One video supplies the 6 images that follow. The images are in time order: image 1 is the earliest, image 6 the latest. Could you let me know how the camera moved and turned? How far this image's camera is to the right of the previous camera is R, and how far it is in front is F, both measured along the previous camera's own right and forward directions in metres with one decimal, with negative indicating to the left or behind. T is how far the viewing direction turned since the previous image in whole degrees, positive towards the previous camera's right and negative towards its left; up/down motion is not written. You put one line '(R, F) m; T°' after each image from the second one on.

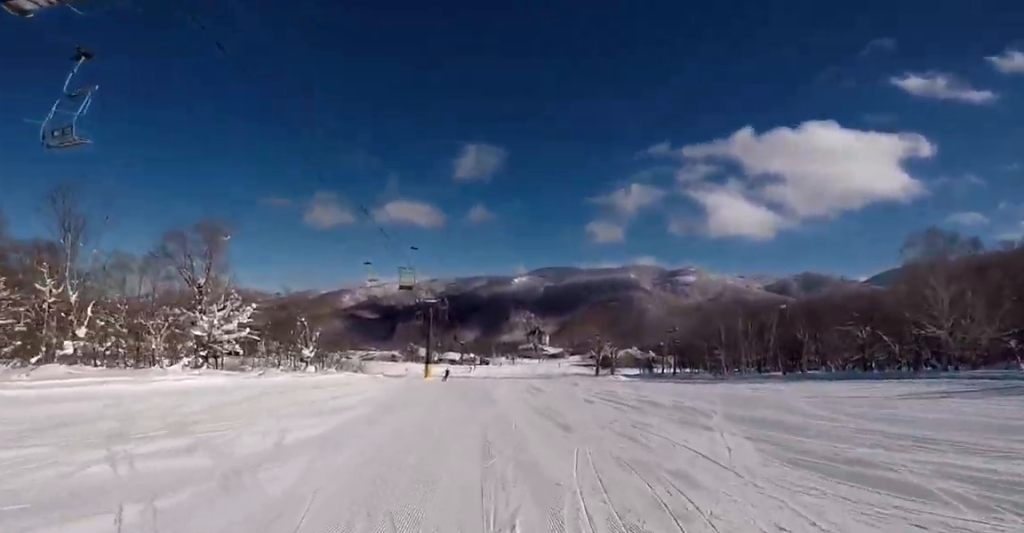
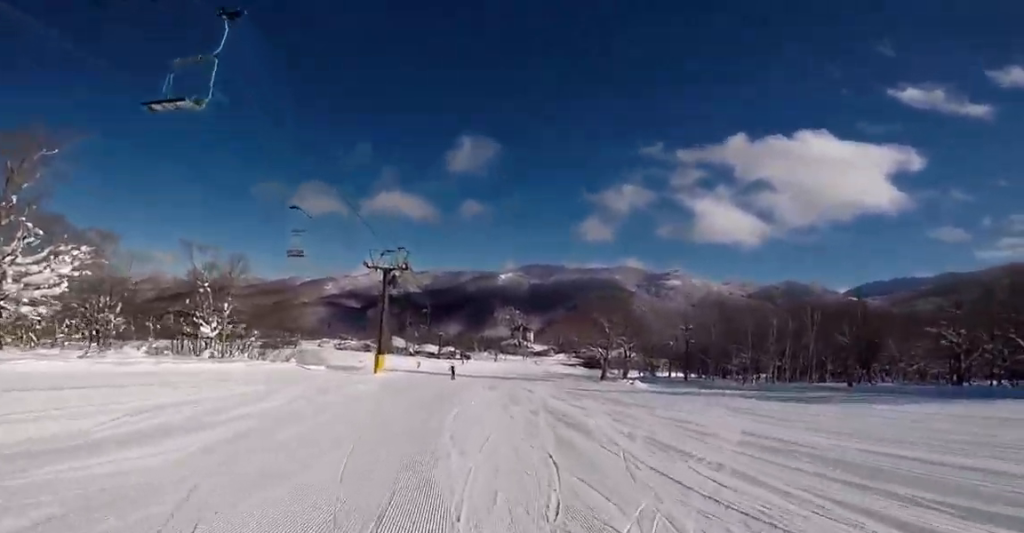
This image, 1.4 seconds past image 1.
(0.0, +15.0) m; +1°
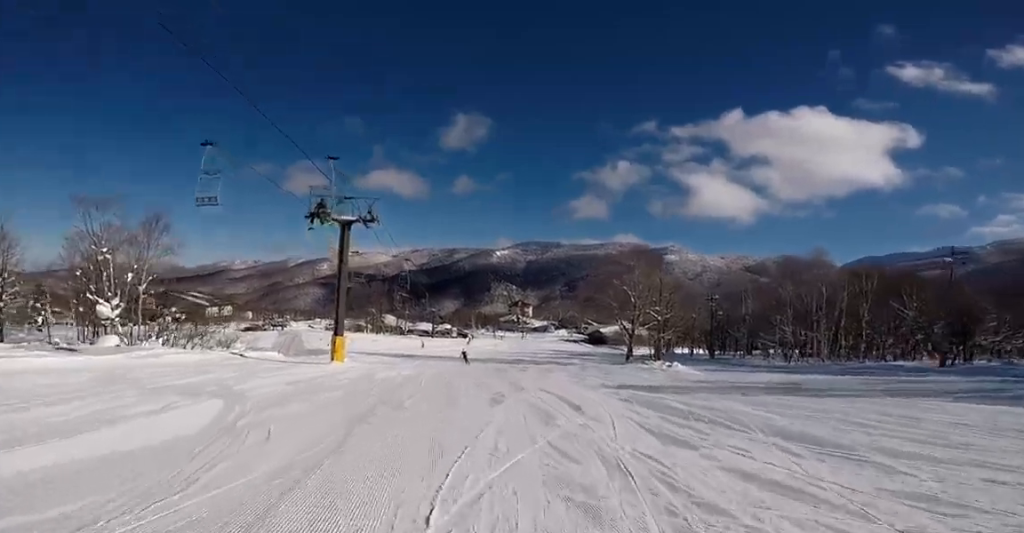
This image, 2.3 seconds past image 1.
(+0.1, +10.0) m; +2°
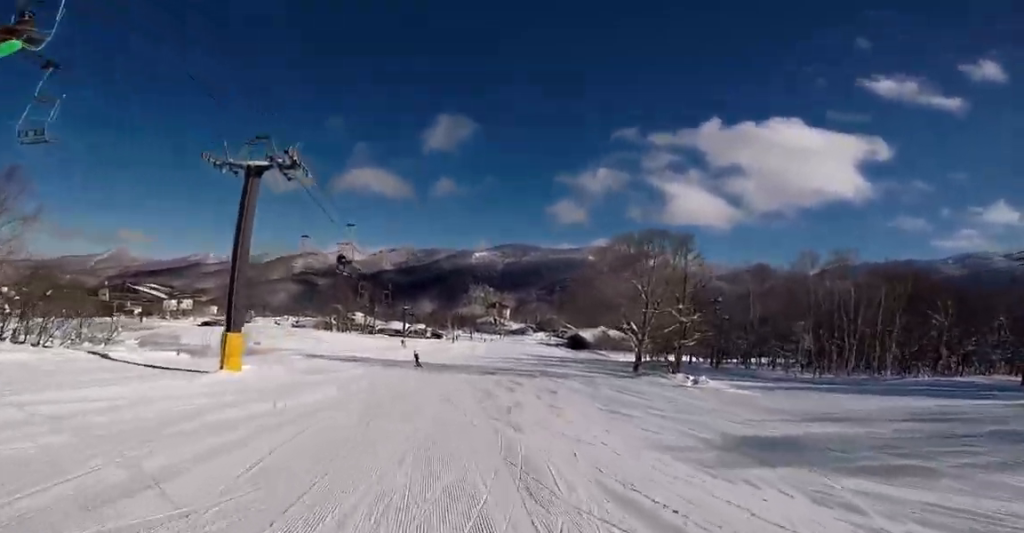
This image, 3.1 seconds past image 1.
(+0.2, +9.2) m; +1°
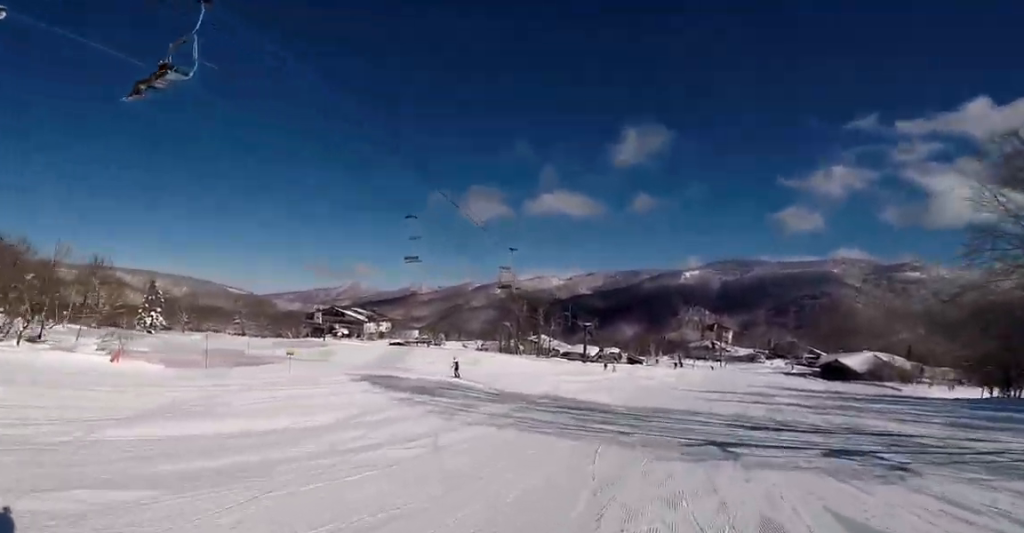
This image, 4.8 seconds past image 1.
(-0.5, +18.8) m; -3°
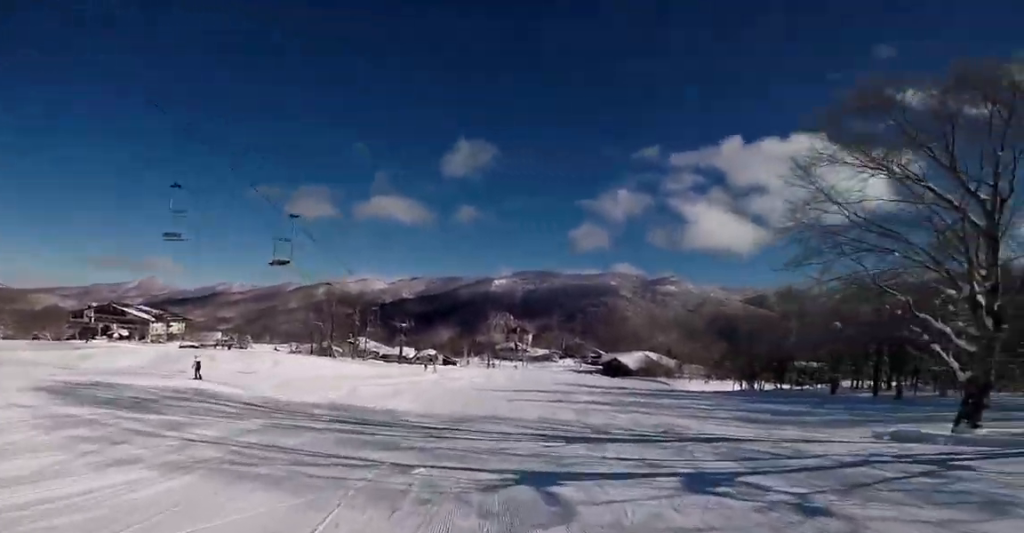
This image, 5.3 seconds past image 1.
(0.0, +4.9) m; +3°
